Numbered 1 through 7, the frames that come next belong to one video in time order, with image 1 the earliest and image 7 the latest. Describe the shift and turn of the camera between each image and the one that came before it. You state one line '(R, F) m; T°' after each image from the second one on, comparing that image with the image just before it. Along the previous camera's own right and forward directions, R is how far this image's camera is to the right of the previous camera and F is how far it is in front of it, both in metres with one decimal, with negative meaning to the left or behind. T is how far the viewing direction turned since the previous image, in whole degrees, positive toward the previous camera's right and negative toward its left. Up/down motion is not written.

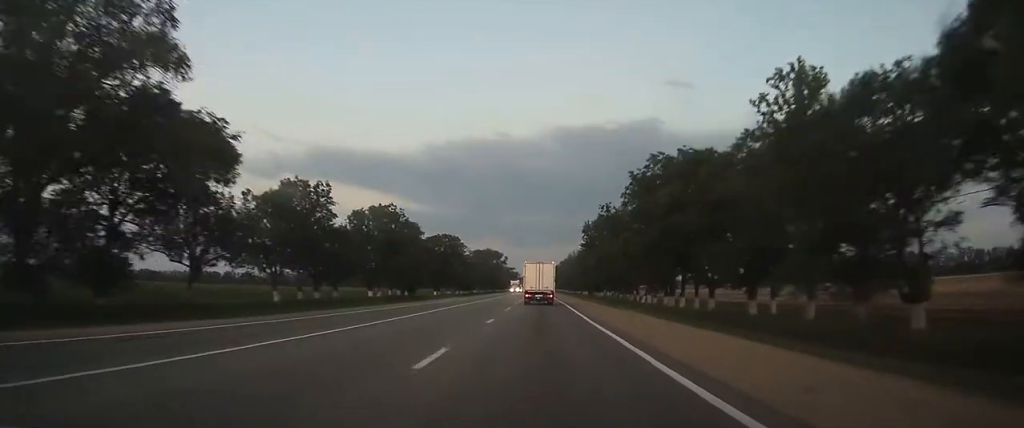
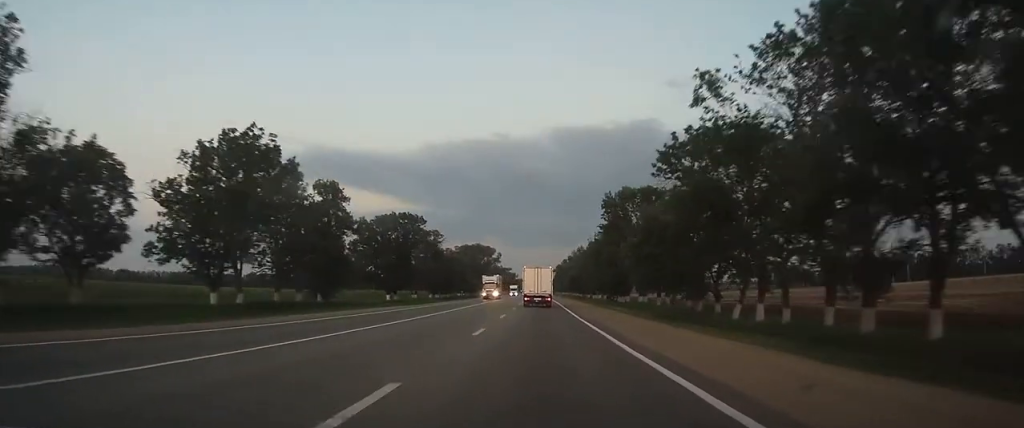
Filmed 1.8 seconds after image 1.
(+0.1, +40.3) m; 0°
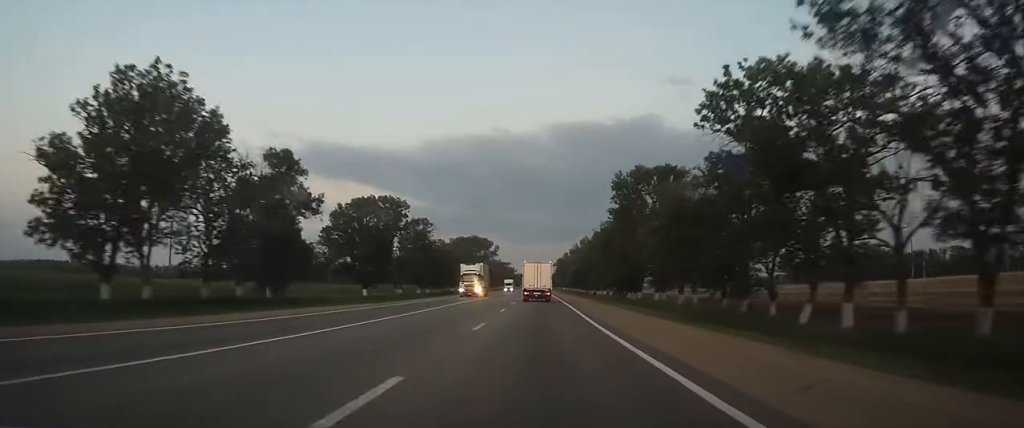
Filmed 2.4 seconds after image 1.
(0.0, +11.8) m; 0°
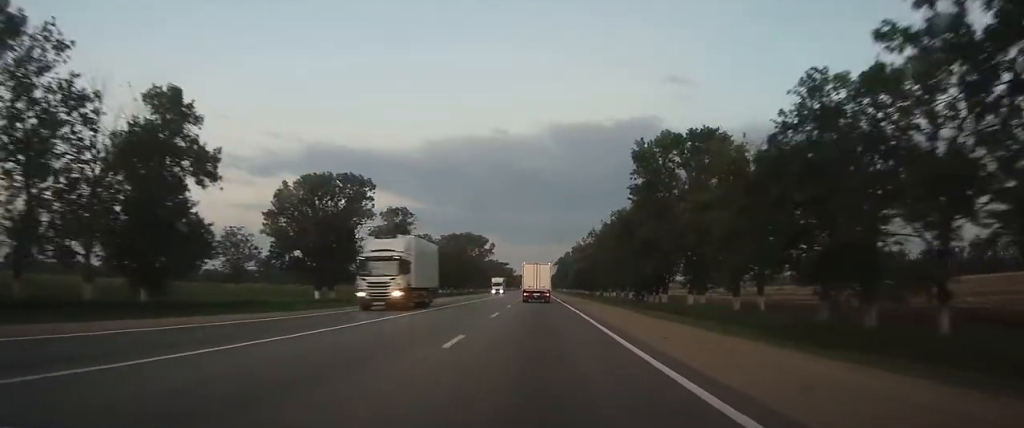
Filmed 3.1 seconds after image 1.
(0.0, +17.1) m; 0°
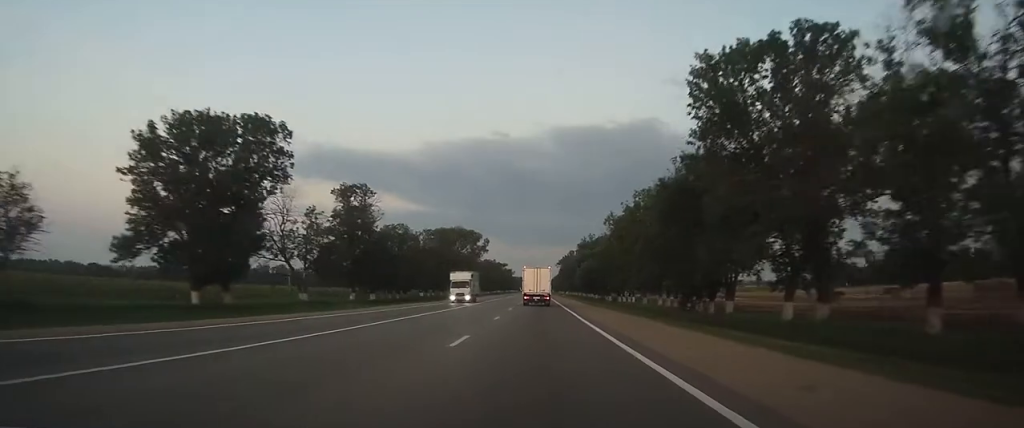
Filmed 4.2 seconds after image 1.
(-0.1, +23.2) m; 0°
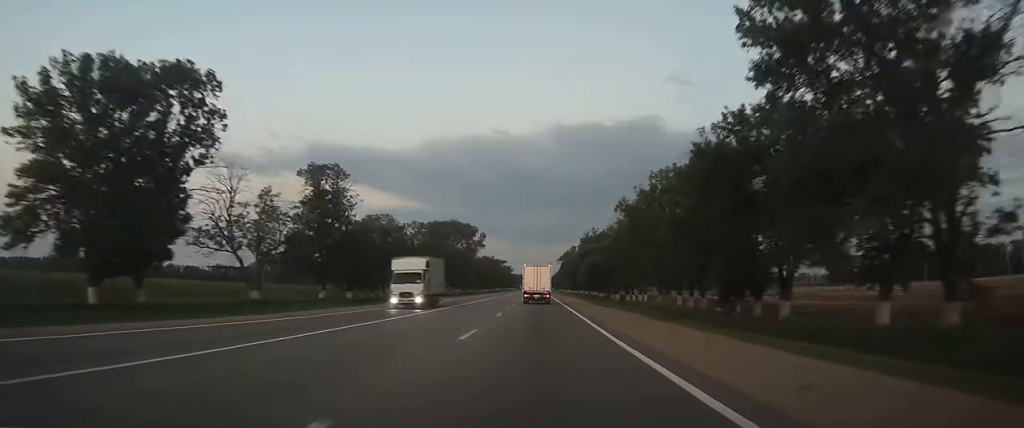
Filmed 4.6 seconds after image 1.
(0.0, +10.6) m; 0°
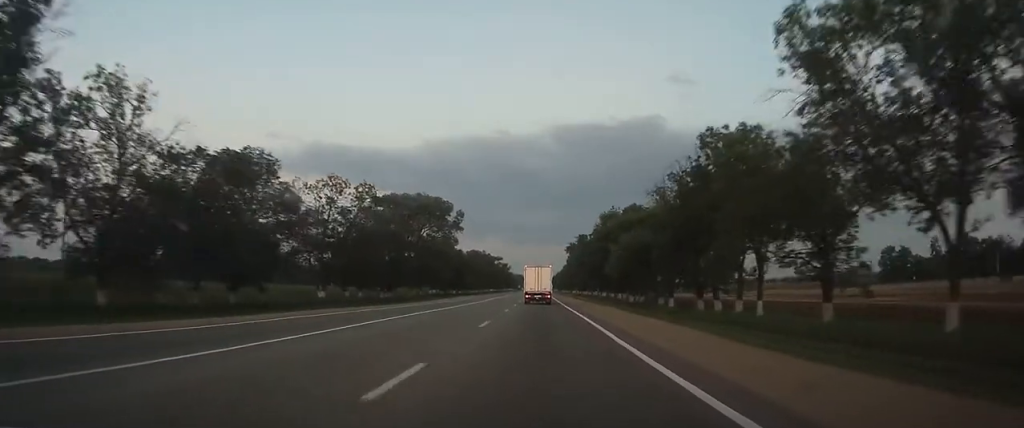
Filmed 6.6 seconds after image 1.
(0.0, +43.9) m; 0°
